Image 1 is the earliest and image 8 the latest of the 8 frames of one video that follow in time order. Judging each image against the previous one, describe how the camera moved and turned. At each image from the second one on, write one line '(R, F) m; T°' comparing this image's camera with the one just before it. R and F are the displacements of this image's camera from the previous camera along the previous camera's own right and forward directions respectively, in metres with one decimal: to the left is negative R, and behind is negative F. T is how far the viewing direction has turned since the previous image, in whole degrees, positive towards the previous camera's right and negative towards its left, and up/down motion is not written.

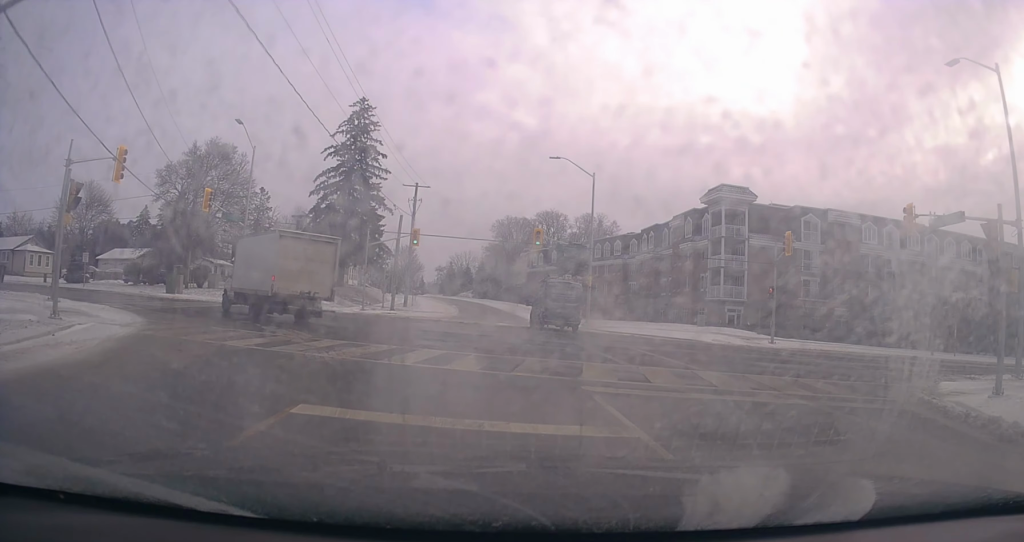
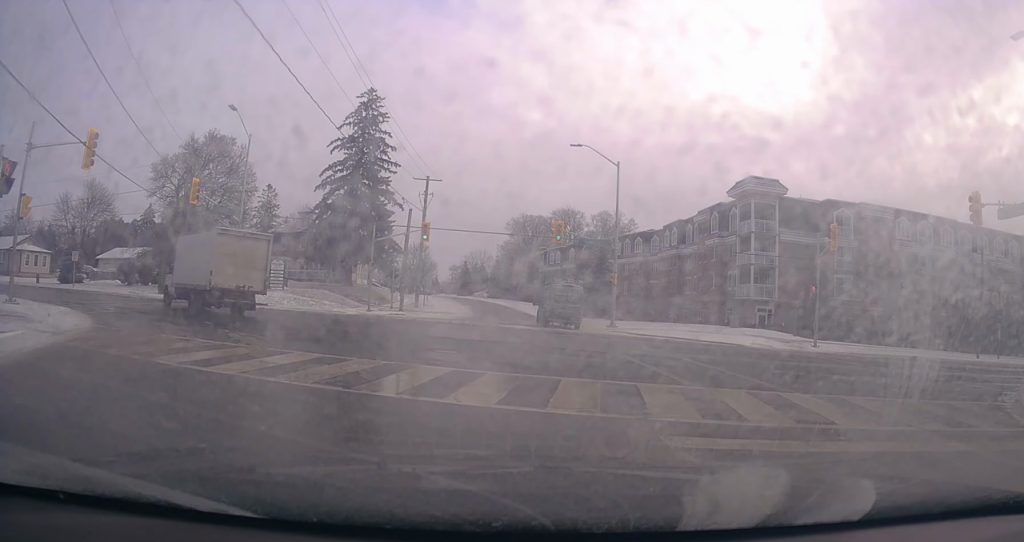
(-0.1, +3.3) m; 0°
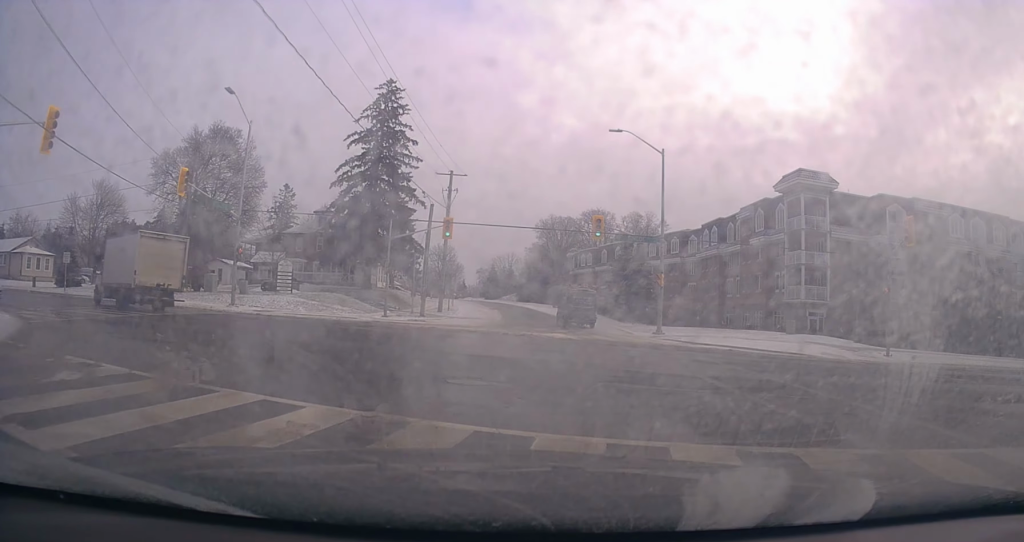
(-0.1, +4.3) m; +4°
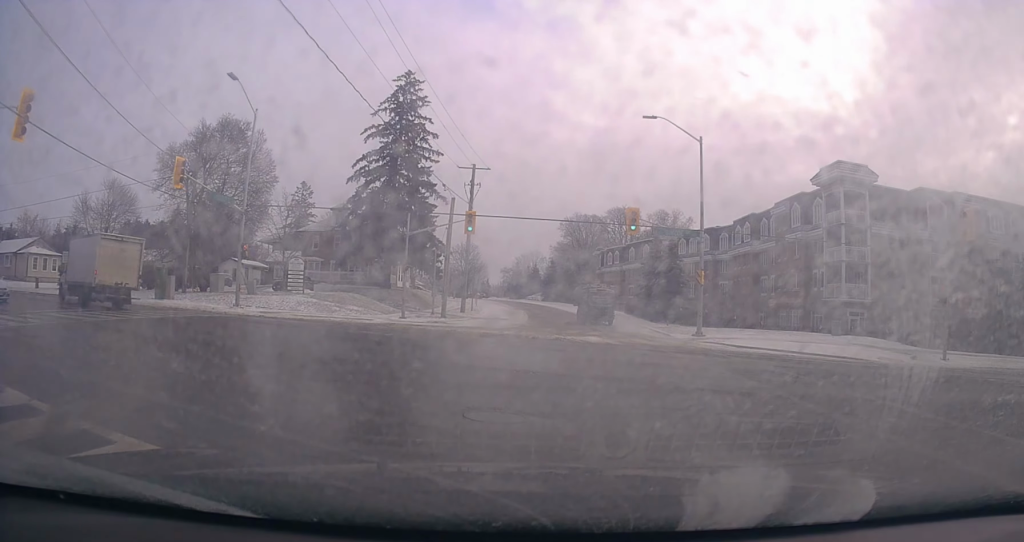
(+0.1, +2.9) m; -1°
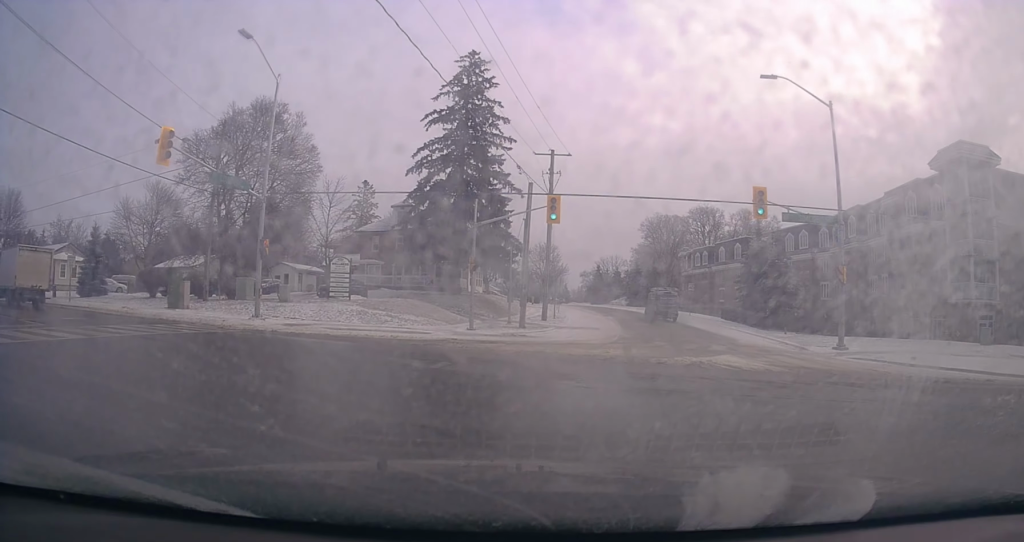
(-0.3, +7.3) m; -7°
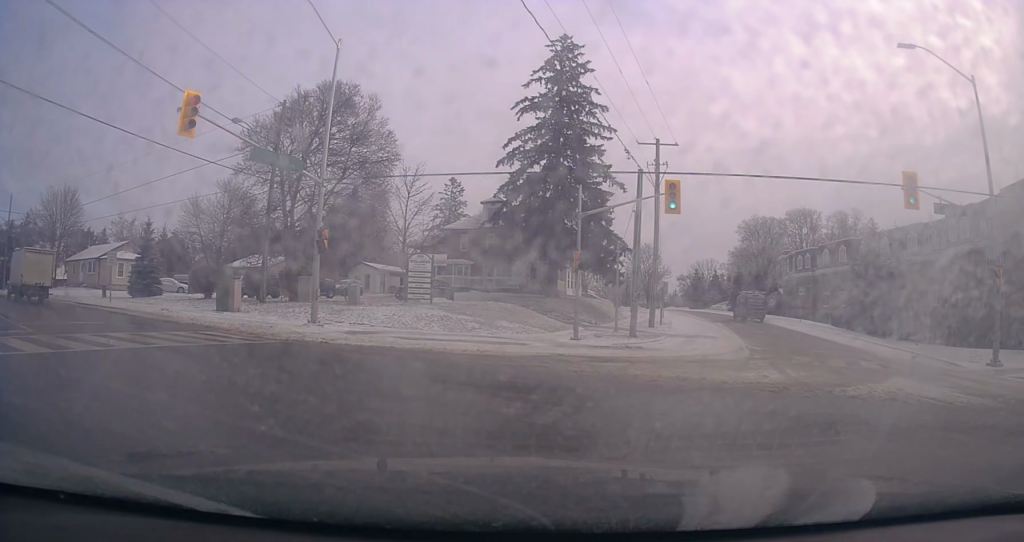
(-0.2, +4.4) m; -5°
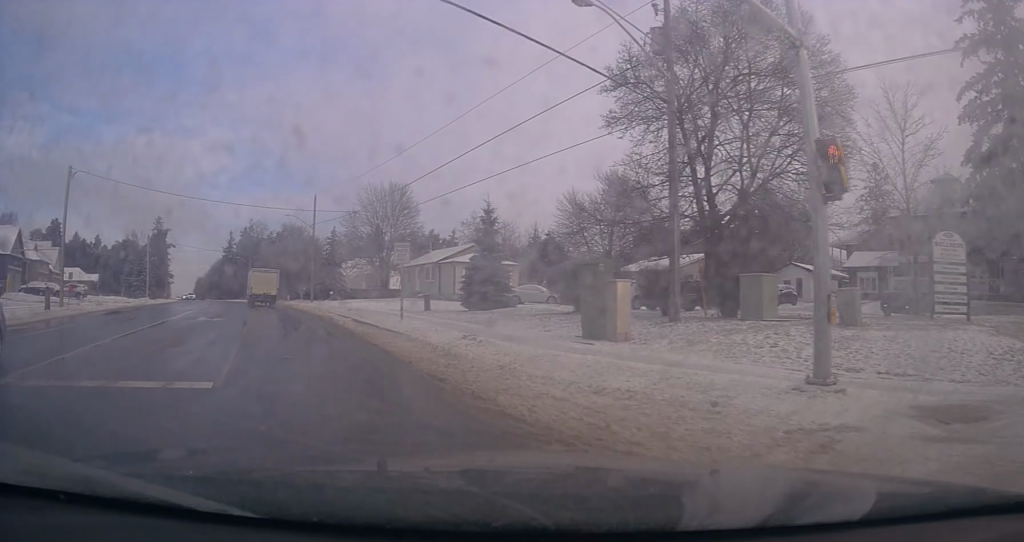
(-3.4, +12.2) m; -41°
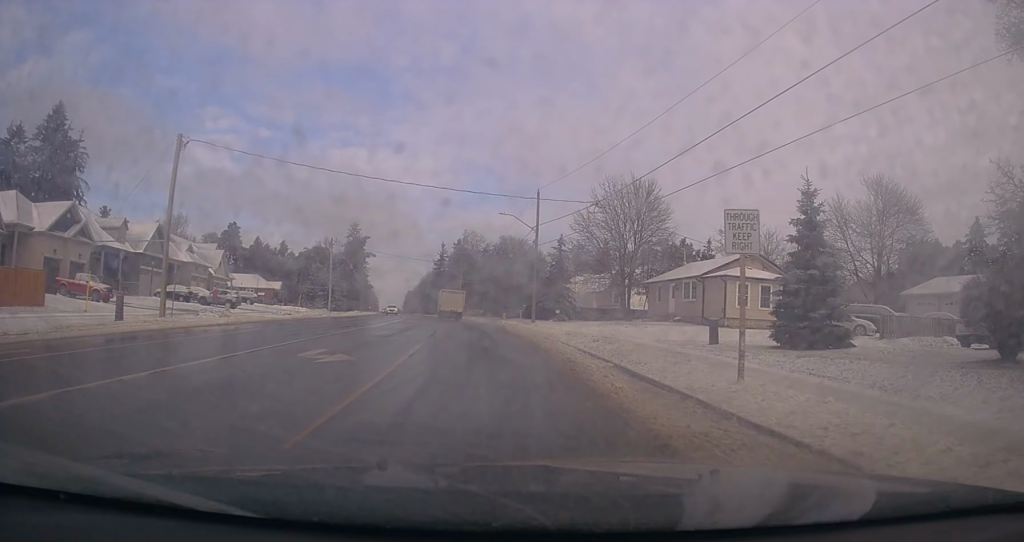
(-3.1, +11.5) m; -24°
